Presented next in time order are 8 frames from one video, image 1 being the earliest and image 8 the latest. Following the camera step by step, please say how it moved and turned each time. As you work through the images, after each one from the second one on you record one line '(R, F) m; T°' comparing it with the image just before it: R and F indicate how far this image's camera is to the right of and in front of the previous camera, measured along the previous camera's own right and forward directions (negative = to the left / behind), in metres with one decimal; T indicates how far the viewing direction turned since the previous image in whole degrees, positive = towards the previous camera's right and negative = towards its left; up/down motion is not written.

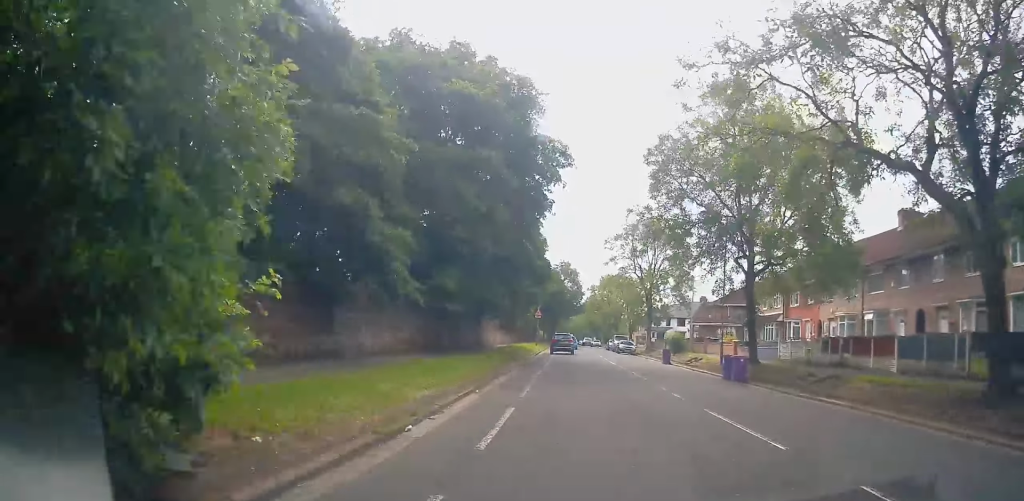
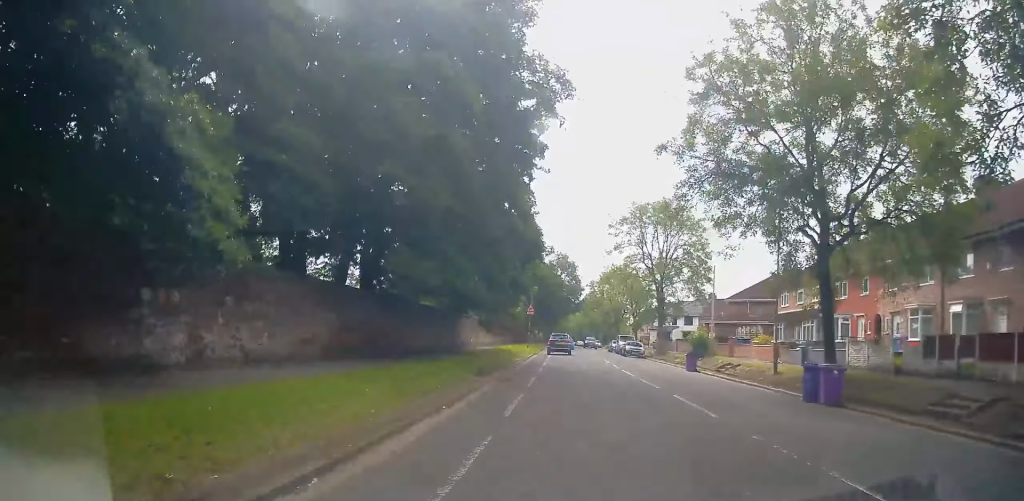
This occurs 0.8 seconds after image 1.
(0.0, +8.7) m; 0°
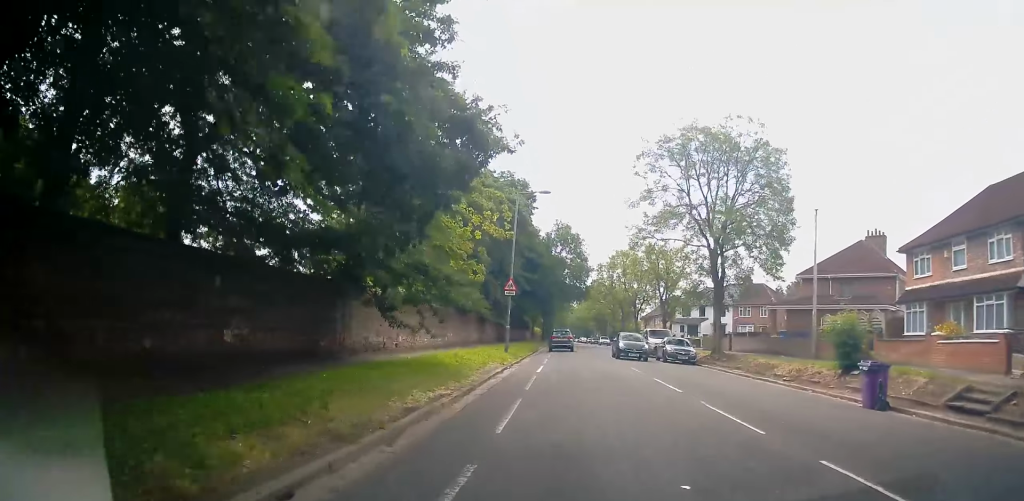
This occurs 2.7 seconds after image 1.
(-0.1, +19.1) m; -1°
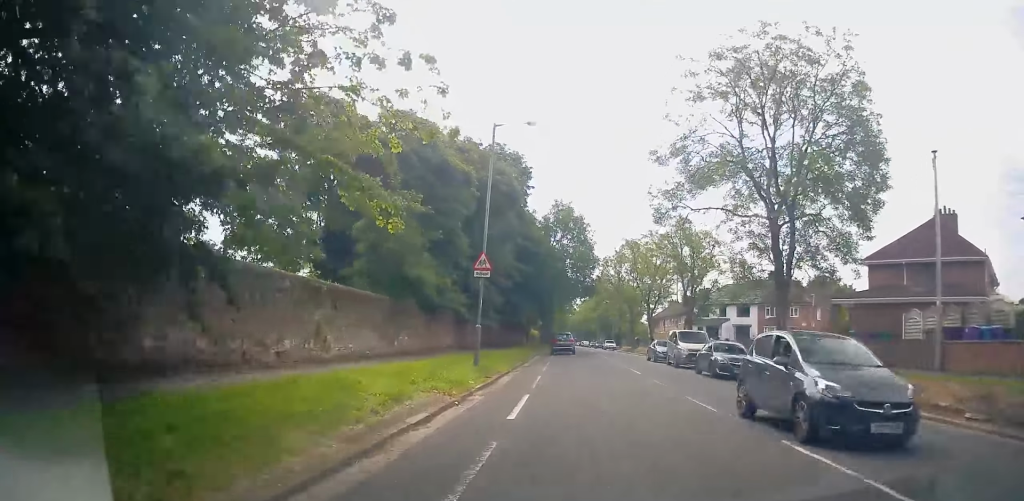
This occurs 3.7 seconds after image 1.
(-0.1, +10.4) m; 0°
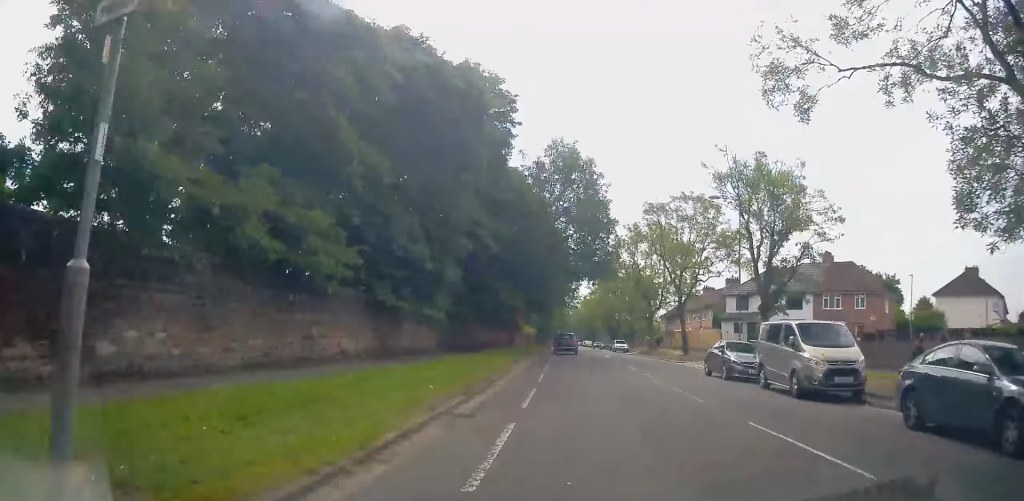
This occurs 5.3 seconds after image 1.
(+0.4, +16.1) m; +2°
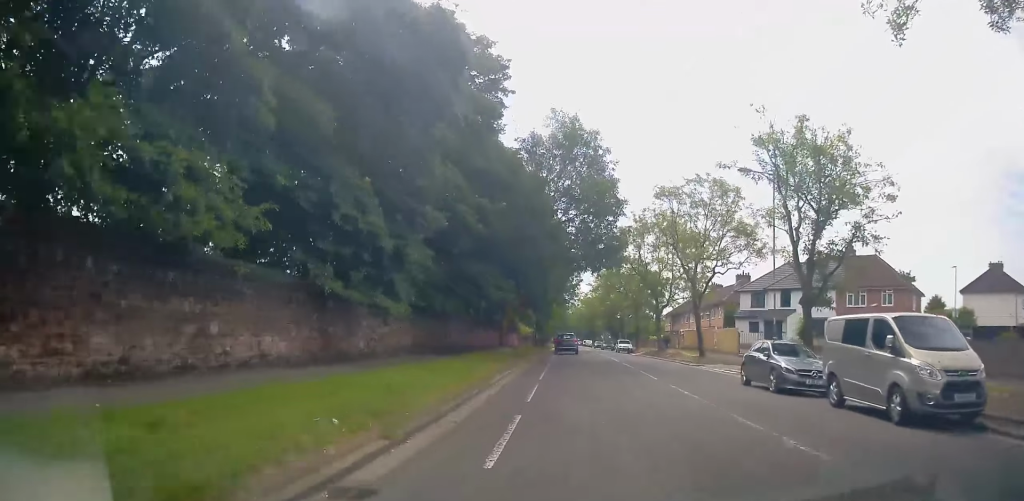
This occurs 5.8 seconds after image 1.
(-0.1, +5.0) m; -1°
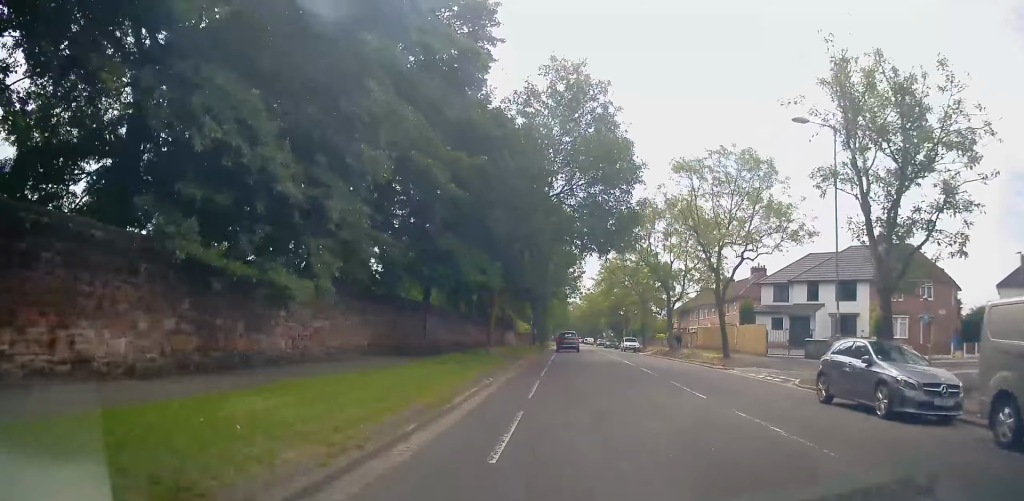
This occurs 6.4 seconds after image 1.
(-0.1, +6.0) m; -1°
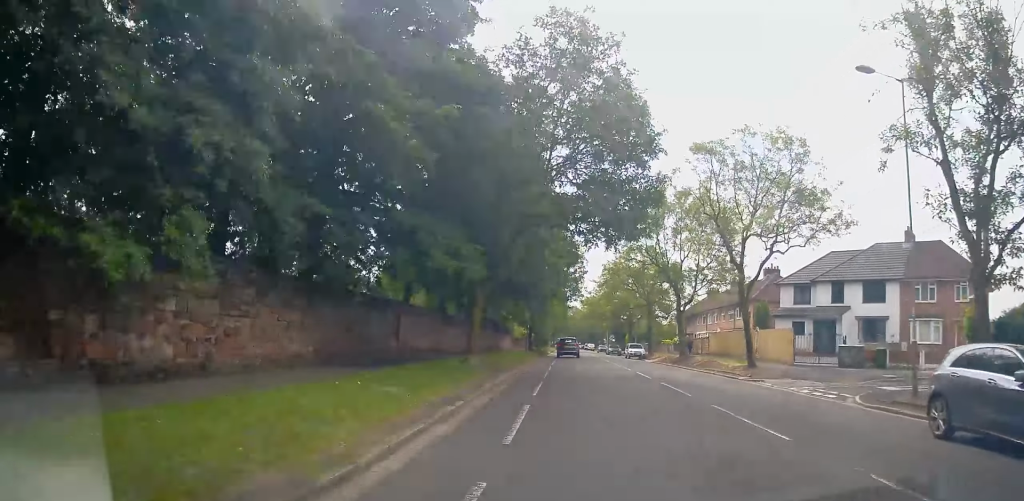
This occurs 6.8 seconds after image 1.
(0.0, +4.6) m; 0°
